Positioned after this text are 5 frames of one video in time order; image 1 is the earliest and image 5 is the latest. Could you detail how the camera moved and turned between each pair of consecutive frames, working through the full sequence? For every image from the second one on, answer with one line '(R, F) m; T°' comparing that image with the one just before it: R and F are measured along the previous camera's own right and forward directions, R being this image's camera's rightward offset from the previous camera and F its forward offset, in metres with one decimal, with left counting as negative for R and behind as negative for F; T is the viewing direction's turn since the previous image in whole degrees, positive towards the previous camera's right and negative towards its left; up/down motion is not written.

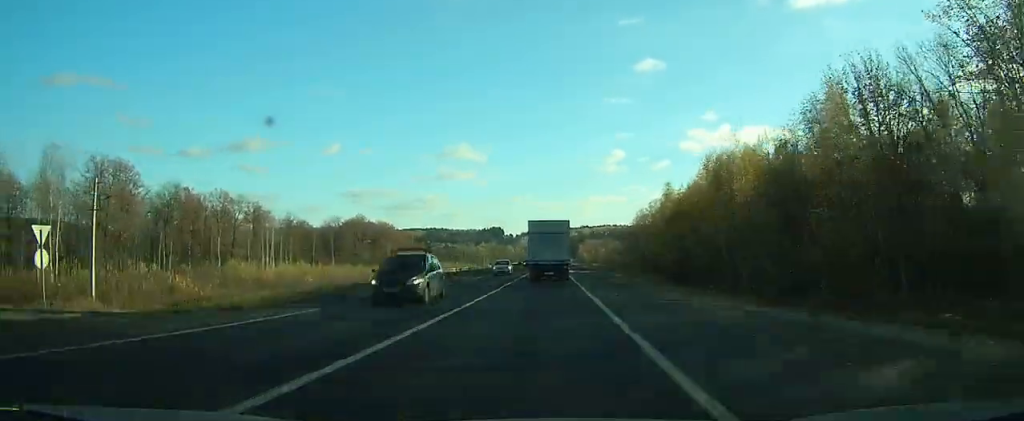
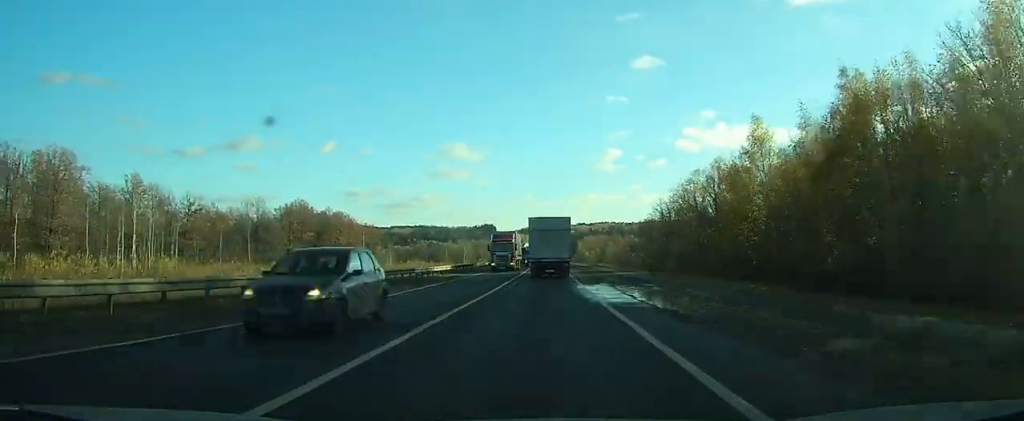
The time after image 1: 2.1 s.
(-1.2, +47.7) m; -4°
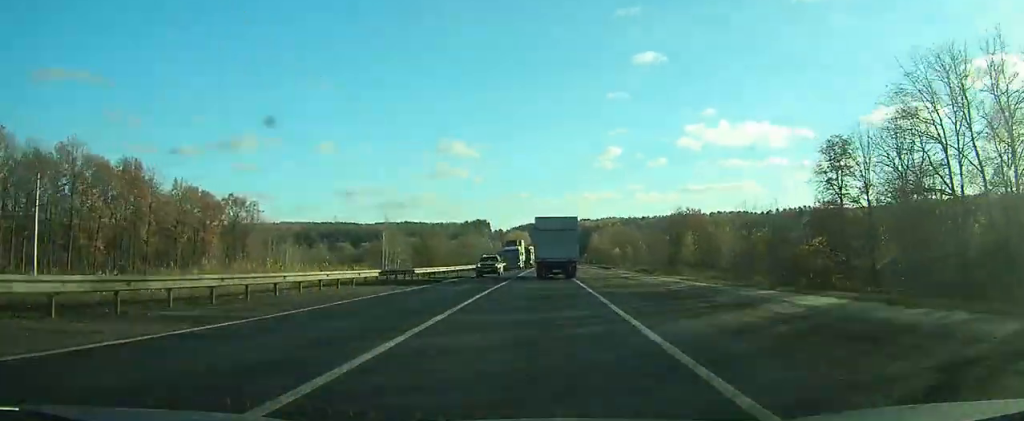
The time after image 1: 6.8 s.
(+0.6, +110.6) m; +1°
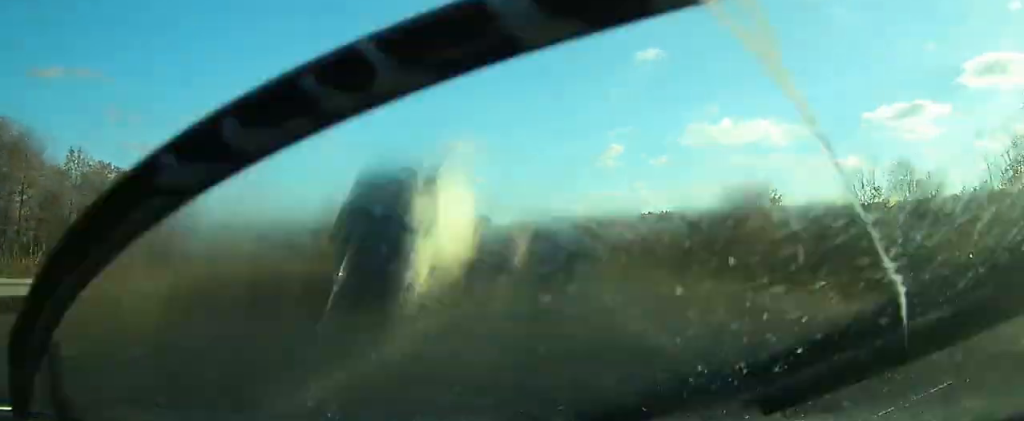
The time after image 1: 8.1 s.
(-0.1, +30.4) m; 0°
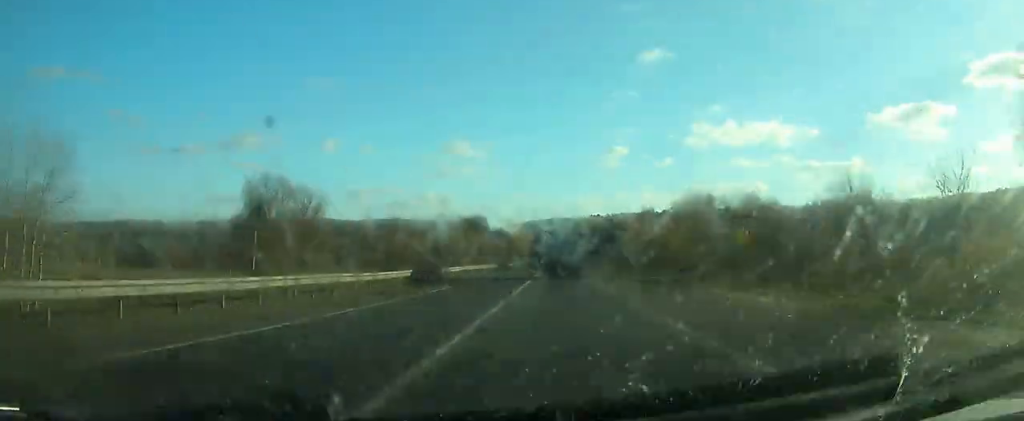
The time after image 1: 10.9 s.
(-0.1, +59.2) m; 0°
